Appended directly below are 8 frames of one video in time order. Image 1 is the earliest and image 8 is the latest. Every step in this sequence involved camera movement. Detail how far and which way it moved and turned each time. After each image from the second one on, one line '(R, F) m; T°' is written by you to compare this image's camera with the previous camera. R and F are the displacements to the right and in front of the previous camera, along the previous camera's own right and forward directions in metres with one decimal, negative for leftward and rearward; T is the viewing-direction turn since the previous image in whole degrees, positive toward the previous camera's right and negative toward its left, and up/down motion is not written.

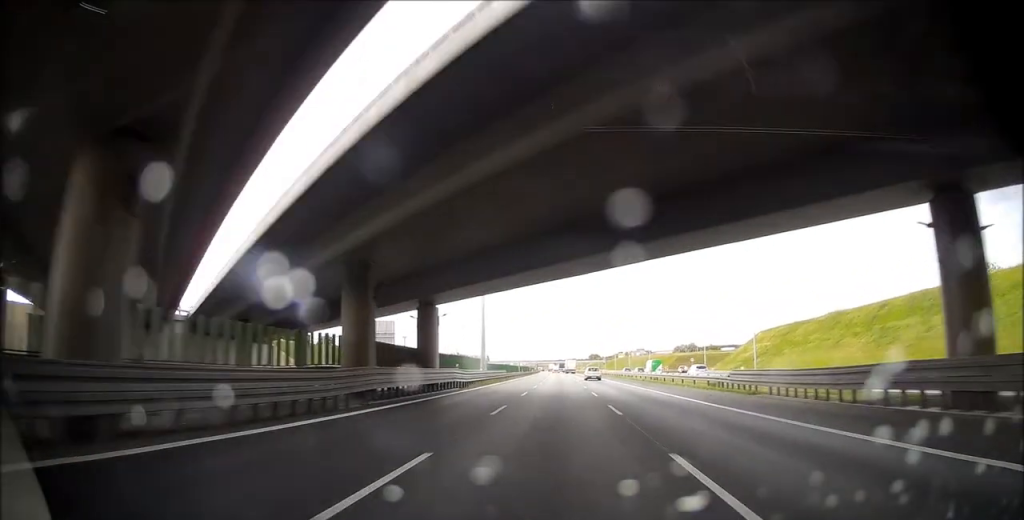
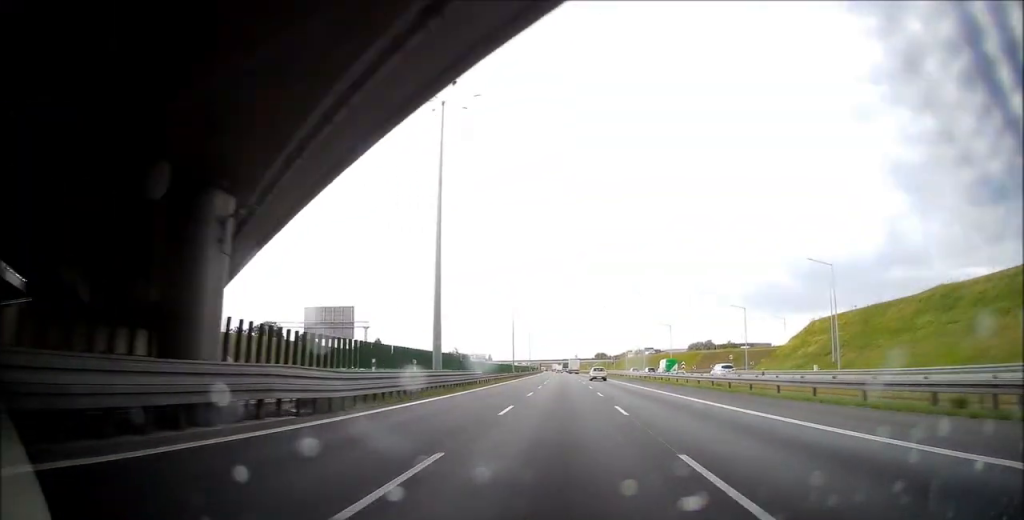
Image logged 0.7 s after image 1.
(-0.3, +24.0) m; -1°
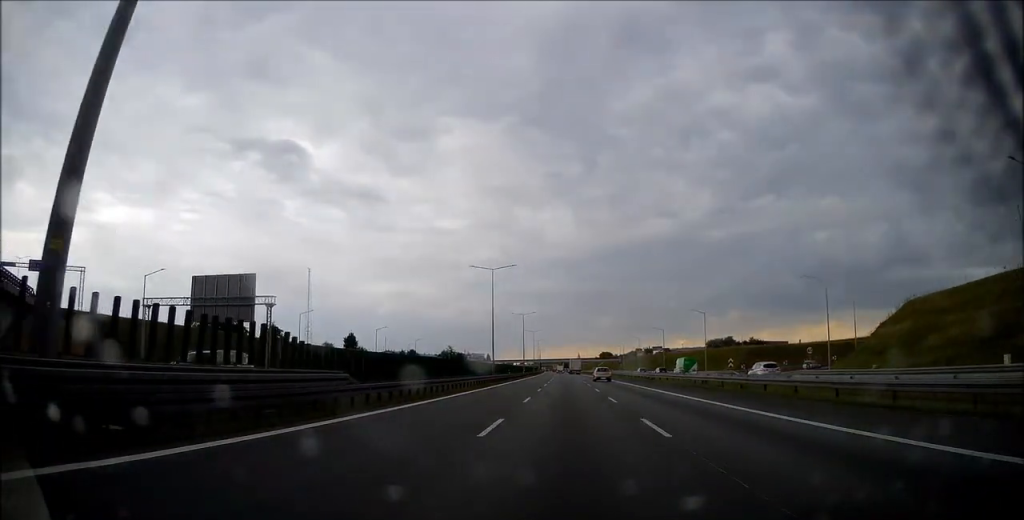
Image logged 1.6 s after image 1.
(-0.1, +29.5) m; -1°
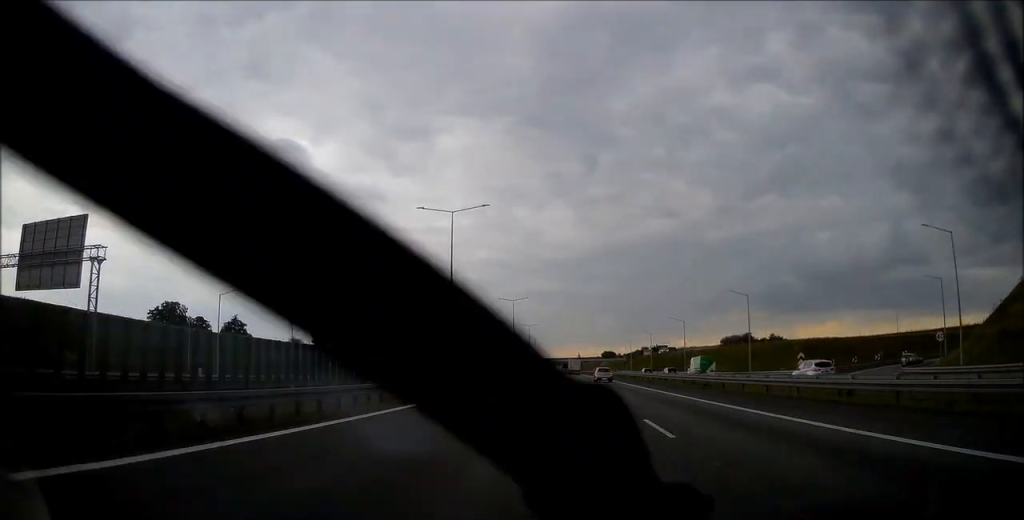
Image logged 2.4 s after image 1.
(-0.2, +24.1) m; 0°
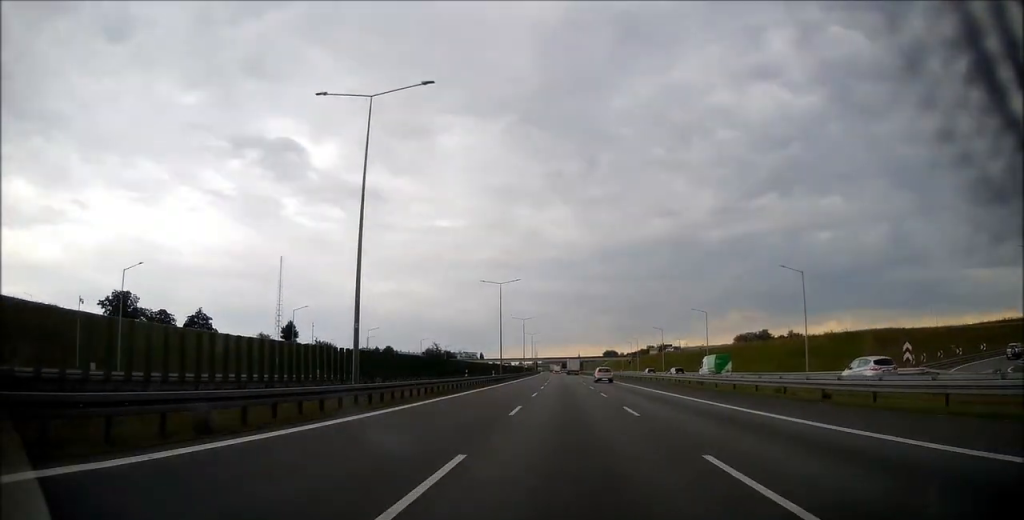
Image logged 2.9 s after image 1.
(-0.3, +18.6) m; 0°
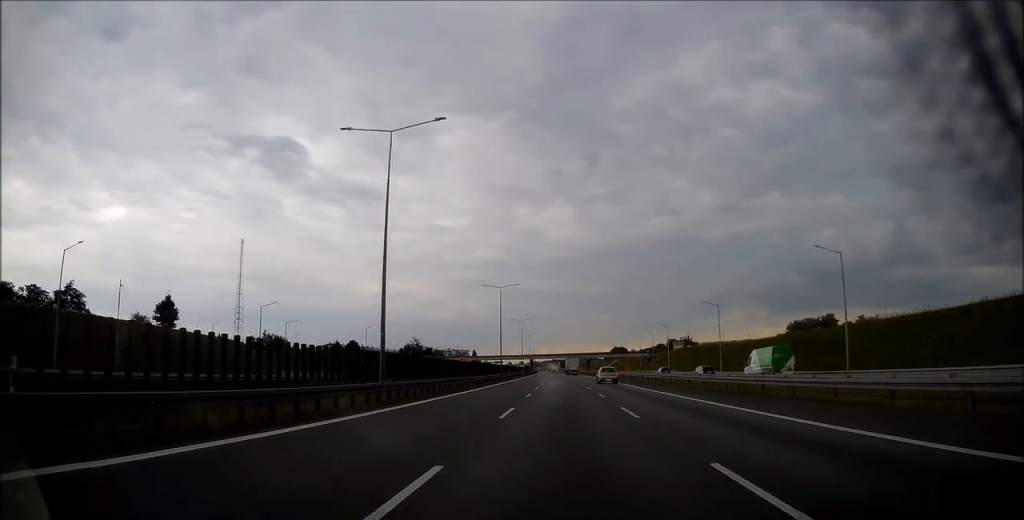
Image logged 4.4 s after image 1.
(+0.7, +49.3) m; 0°
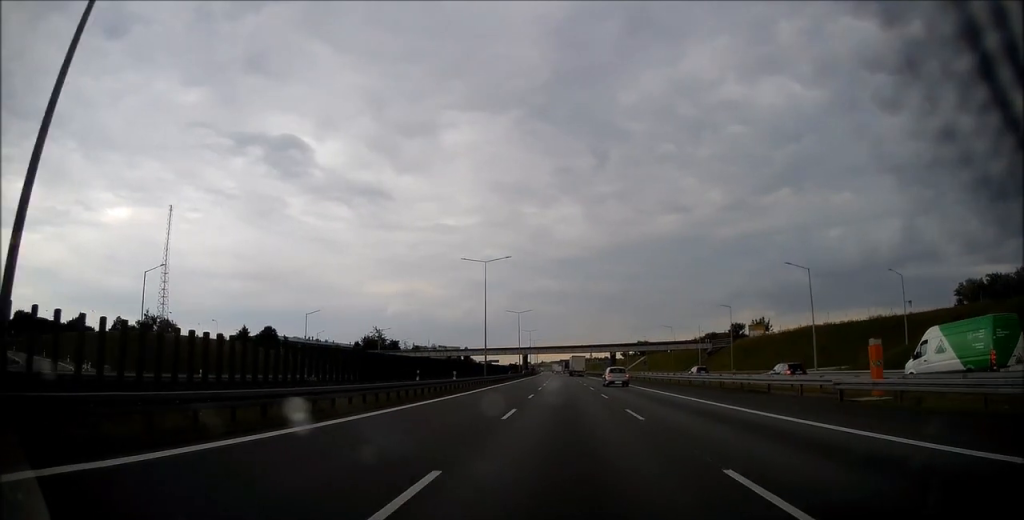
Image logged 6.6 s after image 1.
(-0.4, +71.4) m; 0°
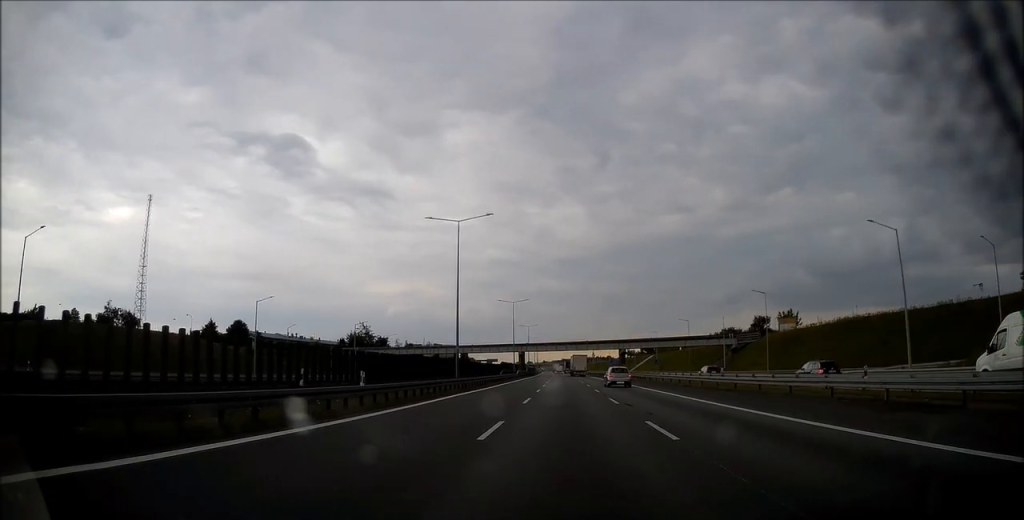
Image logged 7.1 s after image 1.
(+0.1, +16.5) m; 0°
